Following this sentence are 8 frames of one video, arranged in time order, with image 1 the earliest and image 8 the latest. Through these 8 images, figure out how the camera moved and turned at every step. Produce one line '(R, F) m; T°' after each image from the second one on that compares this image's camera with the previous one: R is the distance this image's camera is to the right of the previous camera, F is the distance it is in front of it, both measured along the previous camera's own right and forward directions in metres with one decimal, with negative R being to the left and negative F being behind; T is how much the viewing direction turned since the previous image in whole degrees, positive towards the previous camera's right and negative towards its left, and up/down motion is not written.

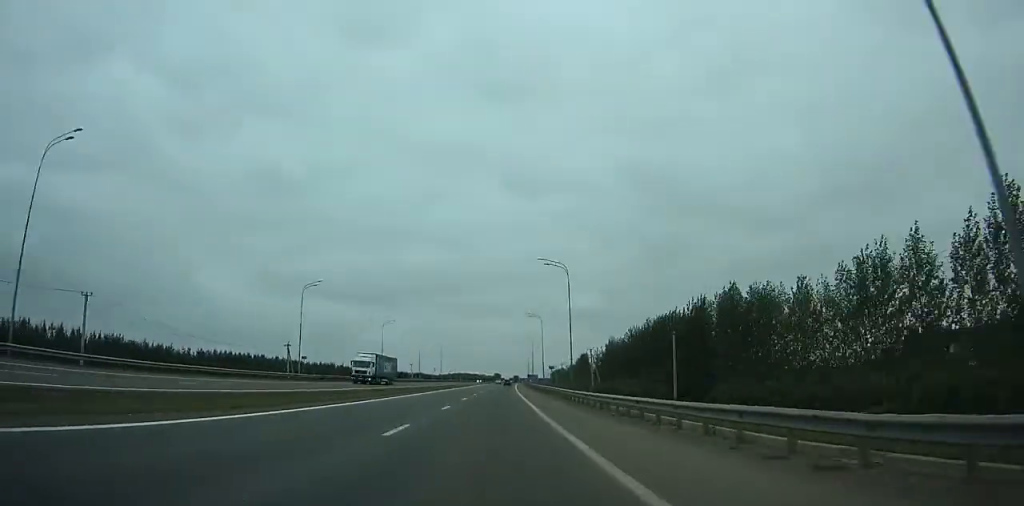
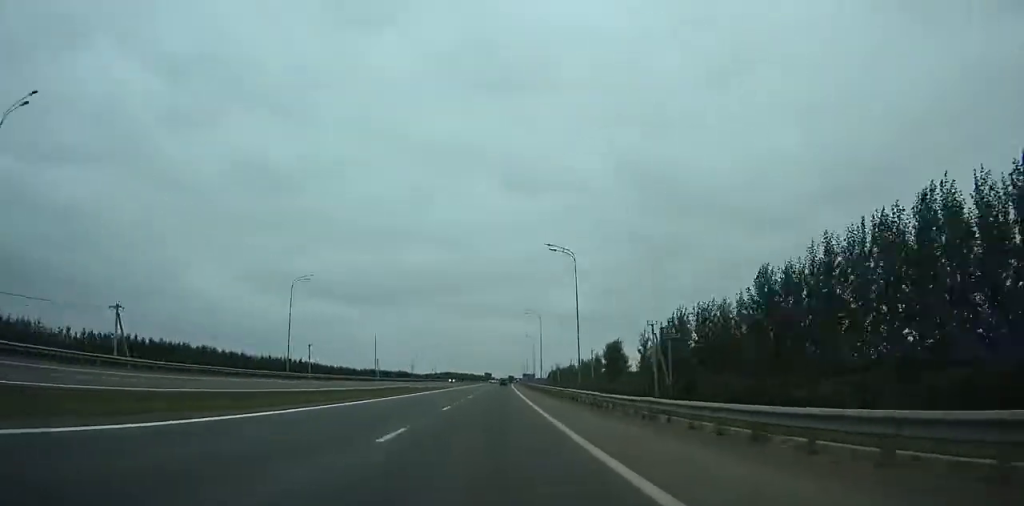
(+0.4, +49.3) m; +1°
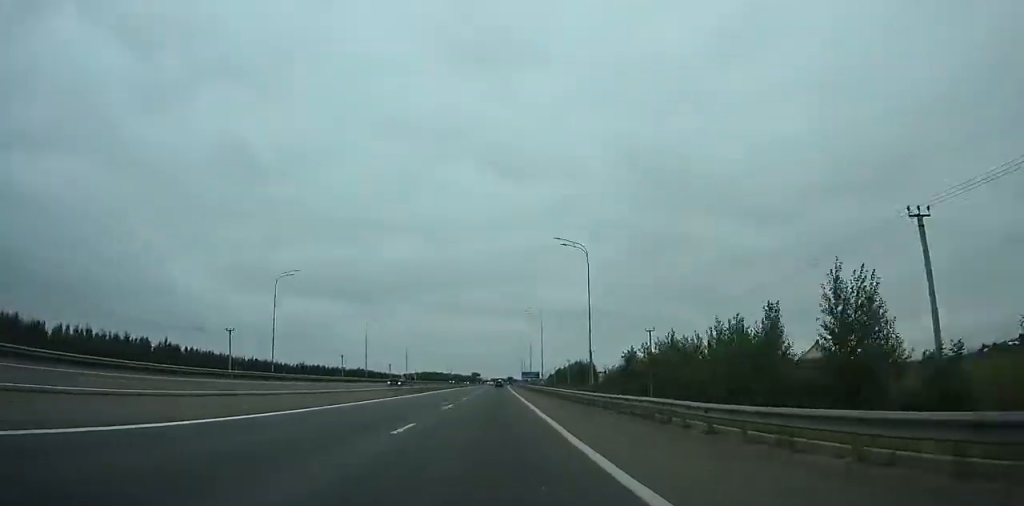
(+1.5, +92.7) m; +1°
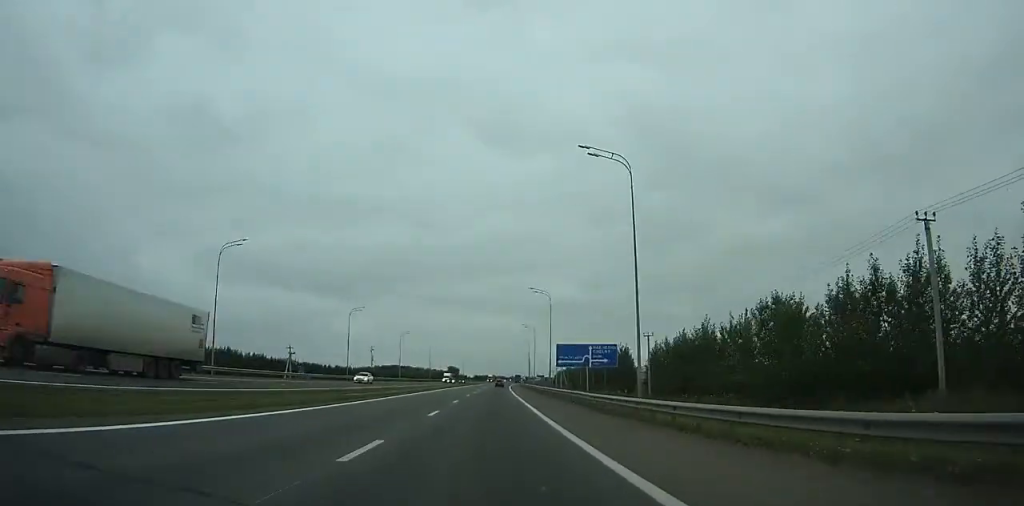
(+1.4, +148.7) m; +1°
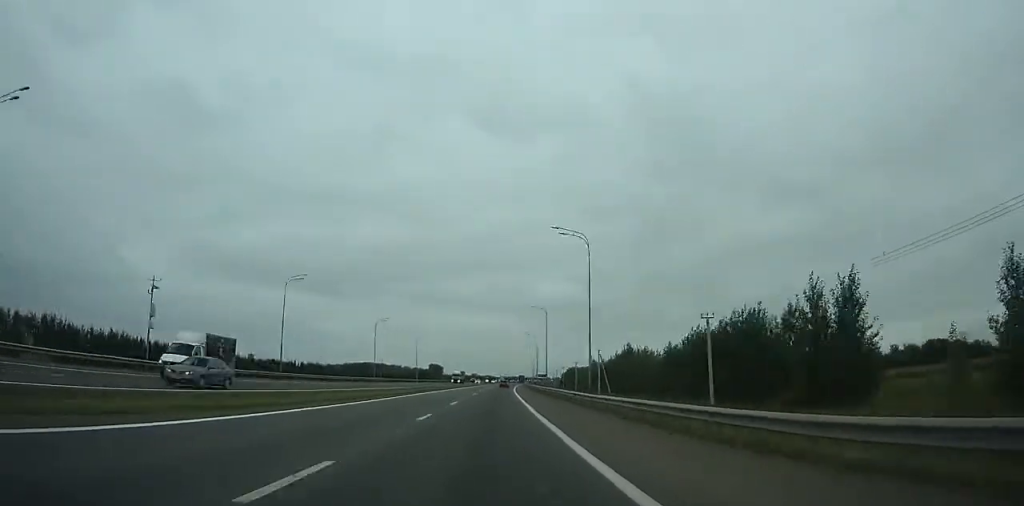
(+0.4, +73.1) m; +1°
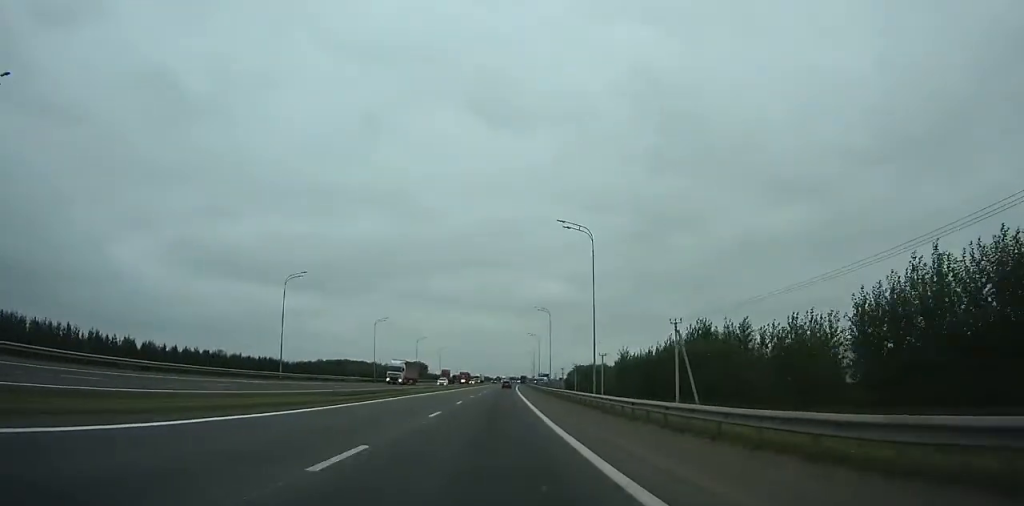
(+0.1, +46.8) m; +1°
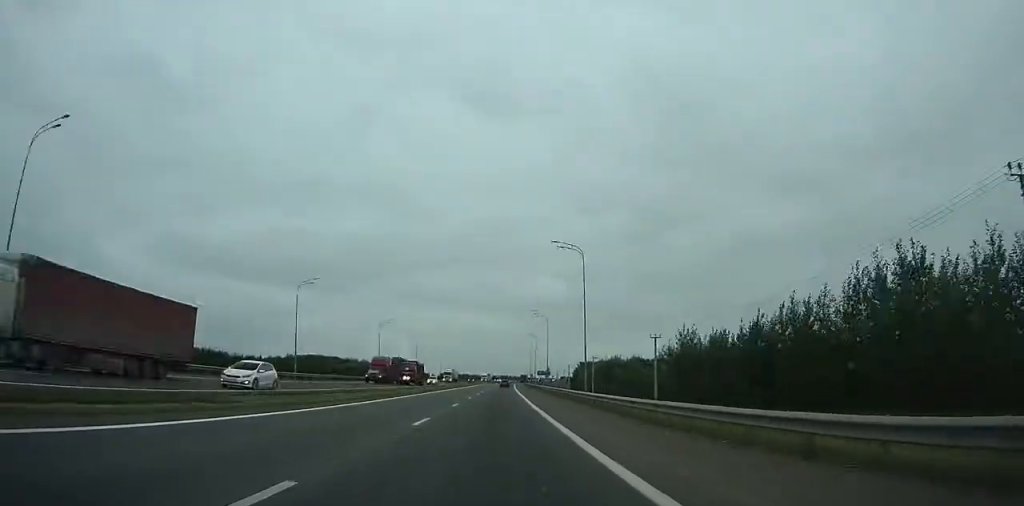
(+0.2, +39.6) m; +1°
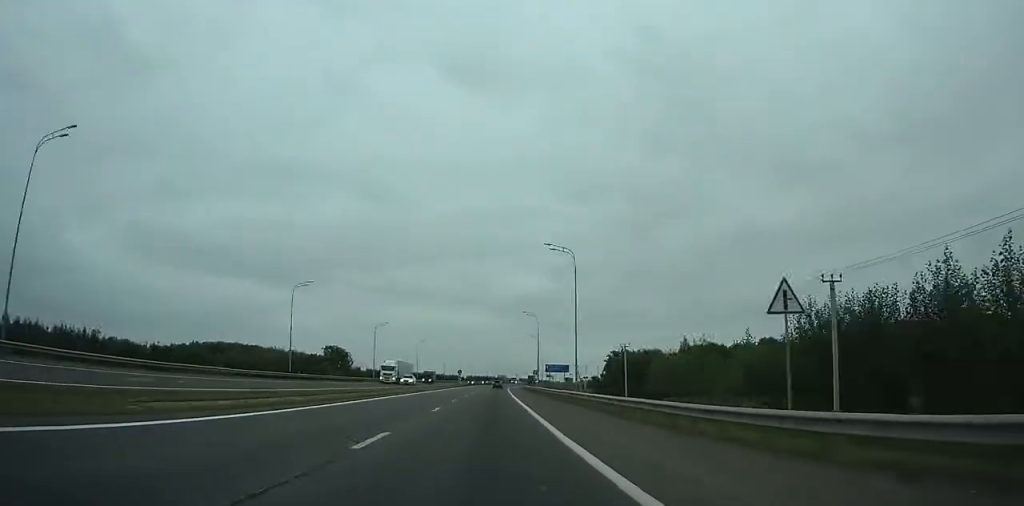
(+1.2, +87.7) m; +2°
